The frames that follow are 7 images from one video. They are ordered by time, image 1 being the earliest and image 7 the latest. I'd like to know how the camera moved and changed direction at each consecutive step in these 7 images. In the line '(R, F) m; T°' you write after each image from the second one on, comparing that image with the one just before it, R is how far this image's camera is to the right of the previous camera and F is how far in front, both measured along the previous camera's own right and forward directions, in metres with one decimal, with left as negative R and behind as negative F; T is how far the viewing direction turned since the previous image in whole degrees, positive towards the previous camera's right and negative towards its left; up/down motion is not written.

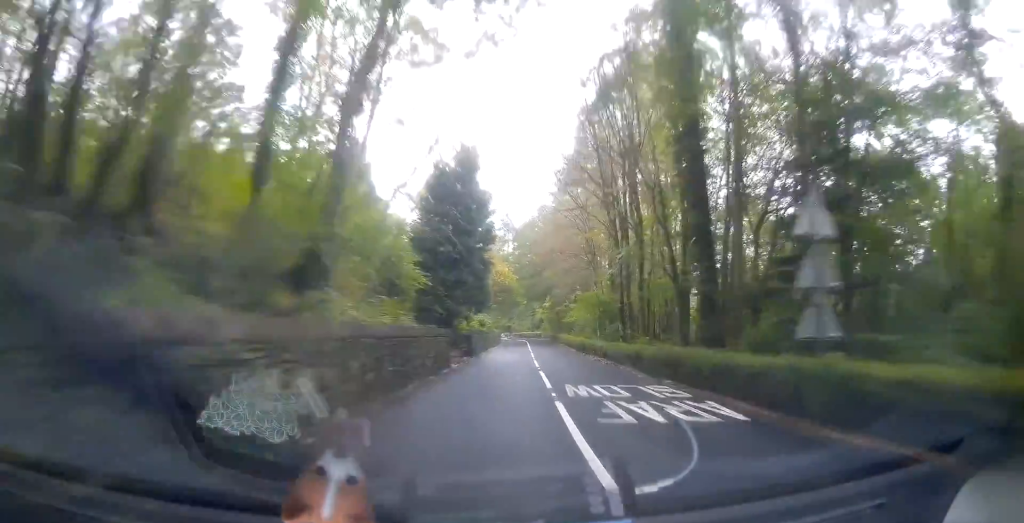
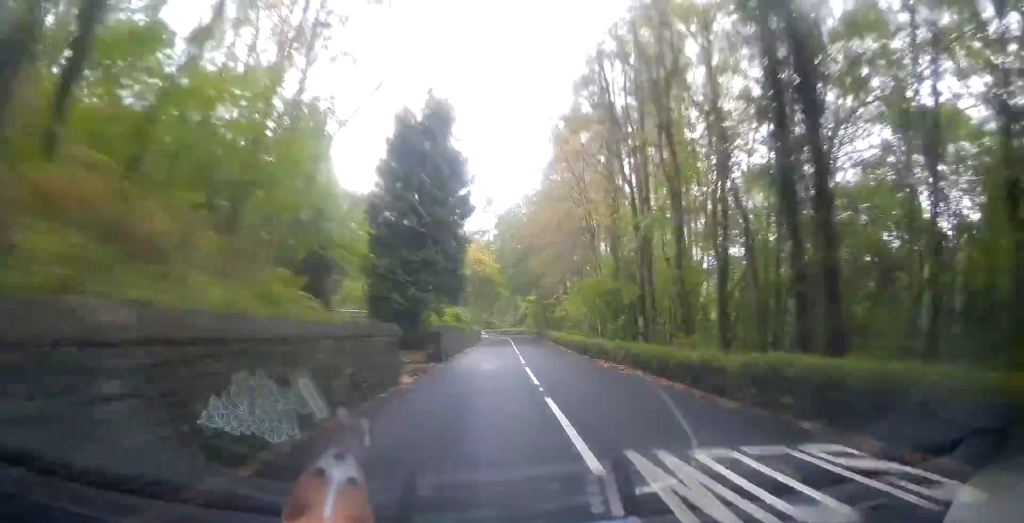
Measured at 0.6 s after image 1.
(+0.5, +9.1) m; +2°
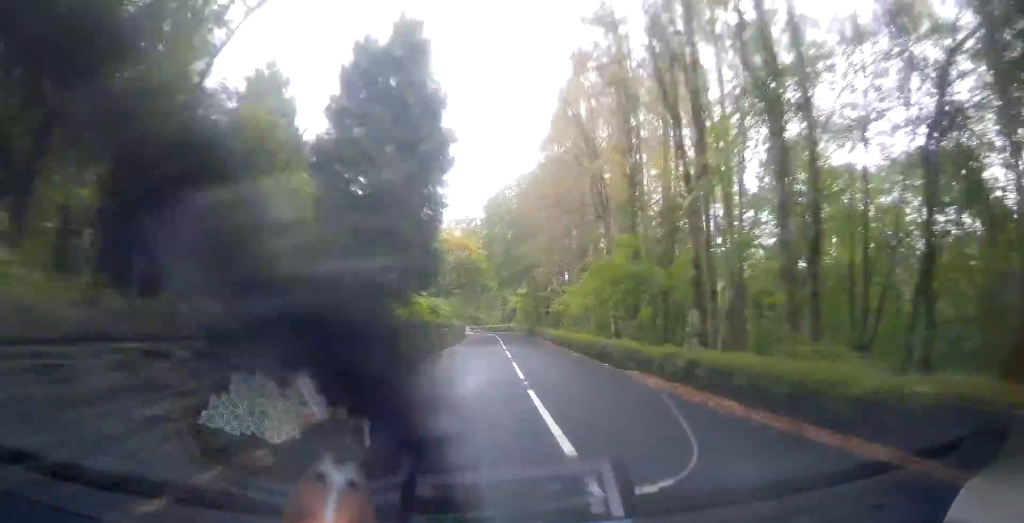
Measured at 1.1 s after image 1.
(+0.4, +8.5) m; +1°
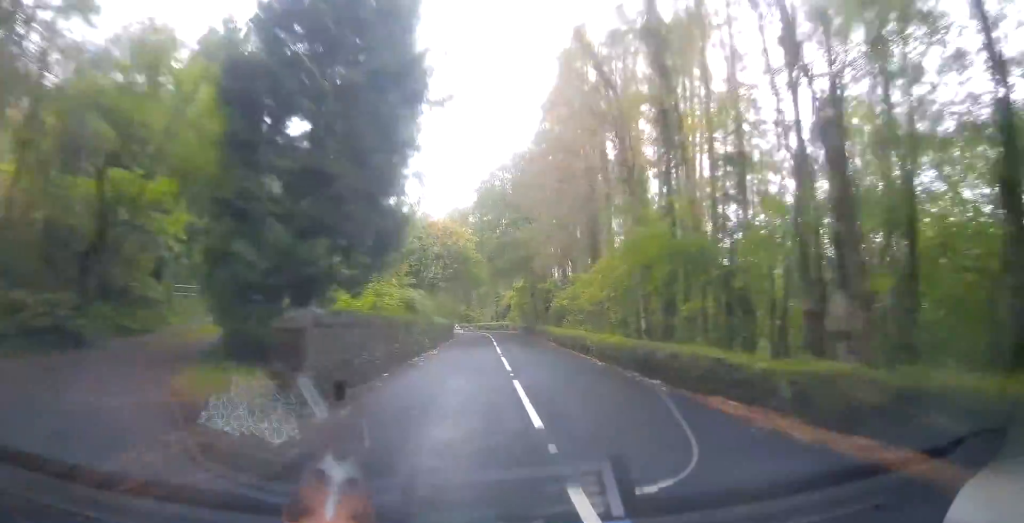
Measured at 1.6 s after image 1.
(-0.2, +7.7) m; +1°
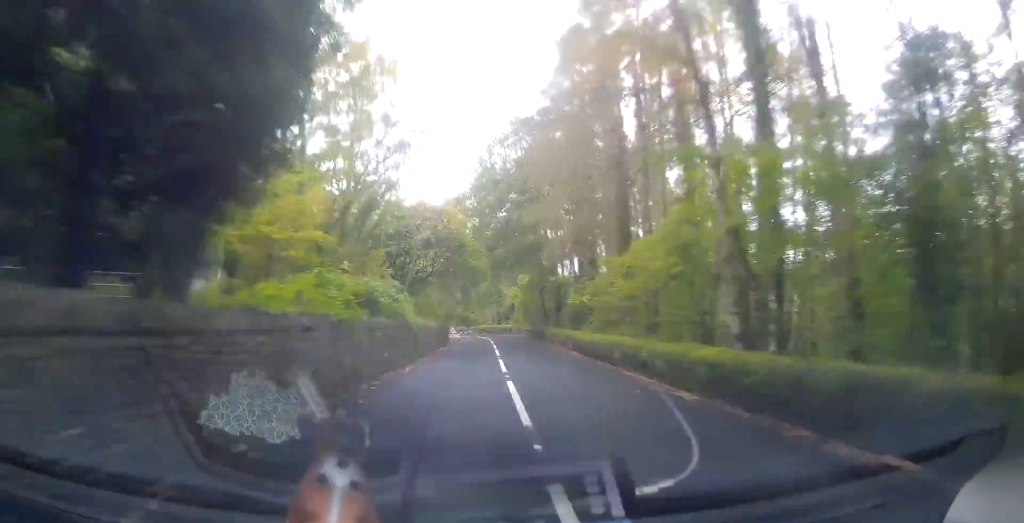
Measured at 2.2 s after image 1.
(-0.2, +9.0) m; +1°
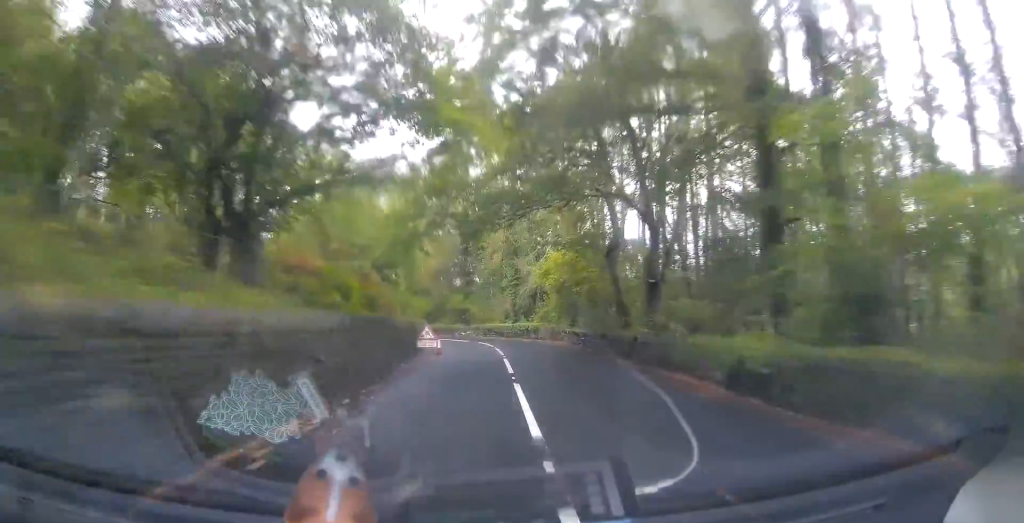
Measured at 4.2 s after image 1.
(+1.1, +26.9) m; +1°
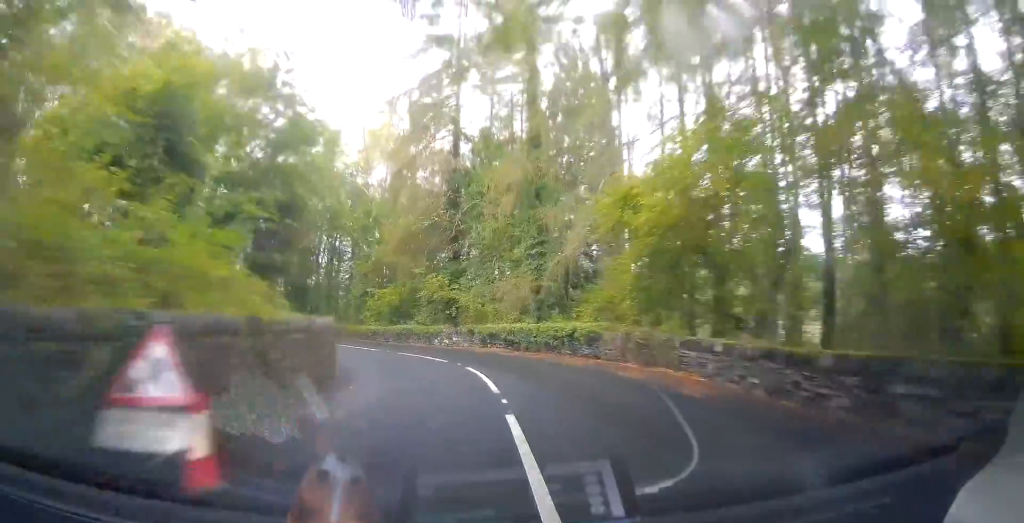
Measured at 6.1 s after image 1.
(-1.9, +20.4) m; -7°
